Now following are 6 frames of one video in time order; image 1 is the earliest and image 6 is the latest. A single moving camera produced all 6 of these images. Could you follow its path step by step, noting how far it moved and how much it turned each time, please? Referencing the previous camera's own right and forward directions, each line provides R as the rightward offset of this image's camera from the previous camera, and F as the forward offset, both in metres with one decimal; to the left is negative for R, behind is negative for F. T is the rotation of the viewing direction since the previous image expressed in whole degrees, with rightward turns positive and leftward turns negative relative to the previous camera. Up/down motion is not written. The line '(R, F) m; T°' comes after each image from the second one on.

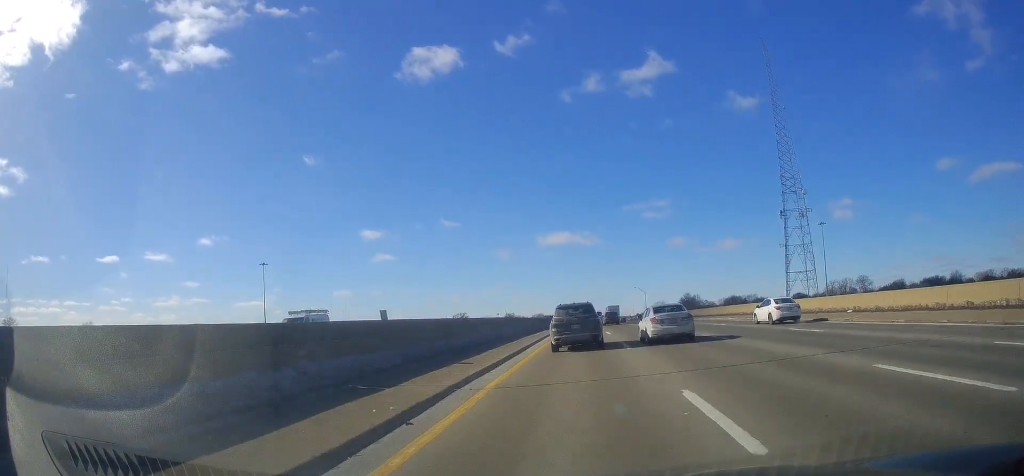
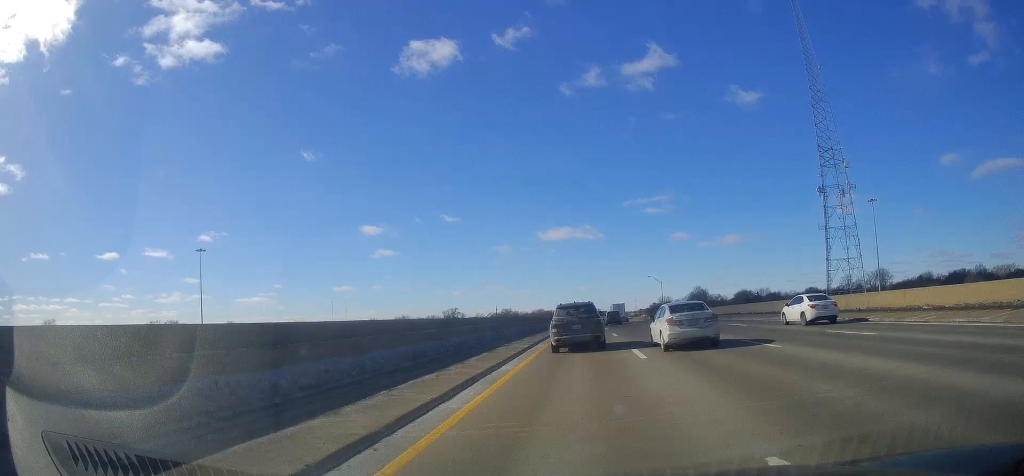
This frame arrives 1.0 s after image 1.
(0.0, +34.7) m; 0°
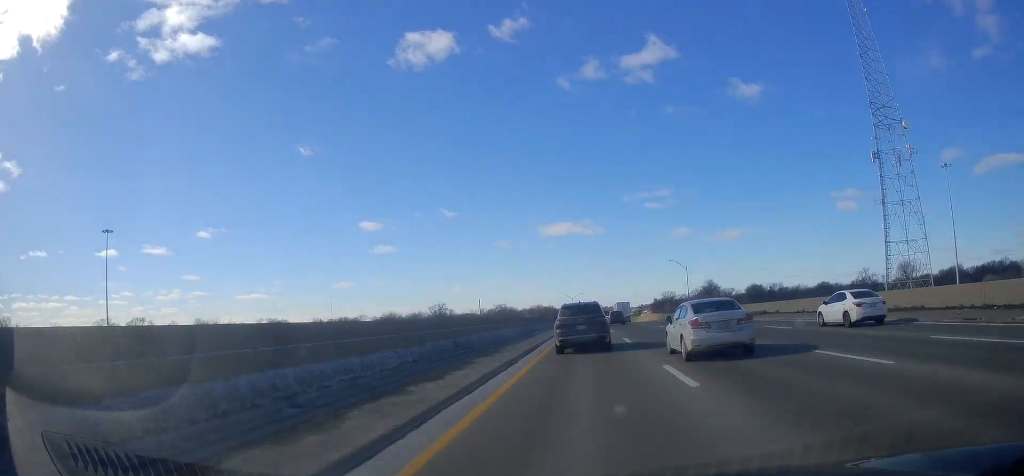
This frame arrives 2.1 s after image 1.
(+0.2, +36.5) m; +1°
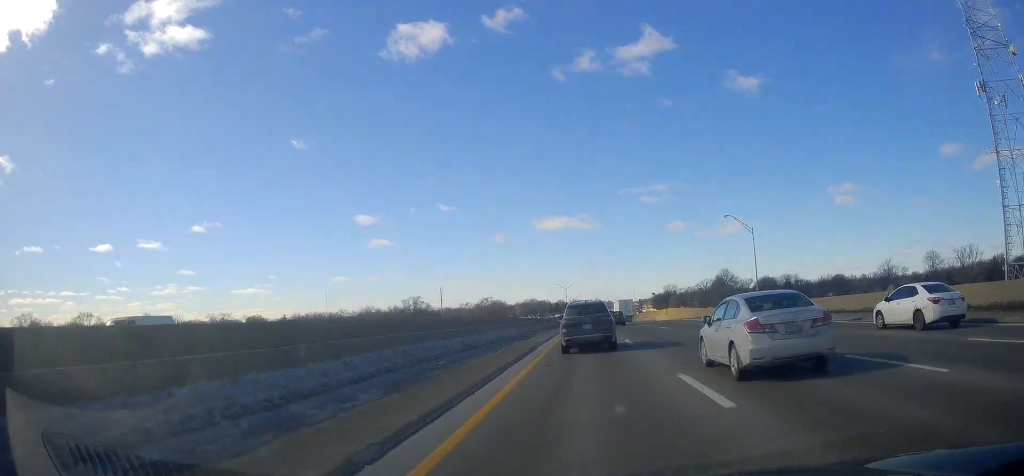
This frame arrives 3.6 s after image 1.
(-0.1, +47.6) m; 0°
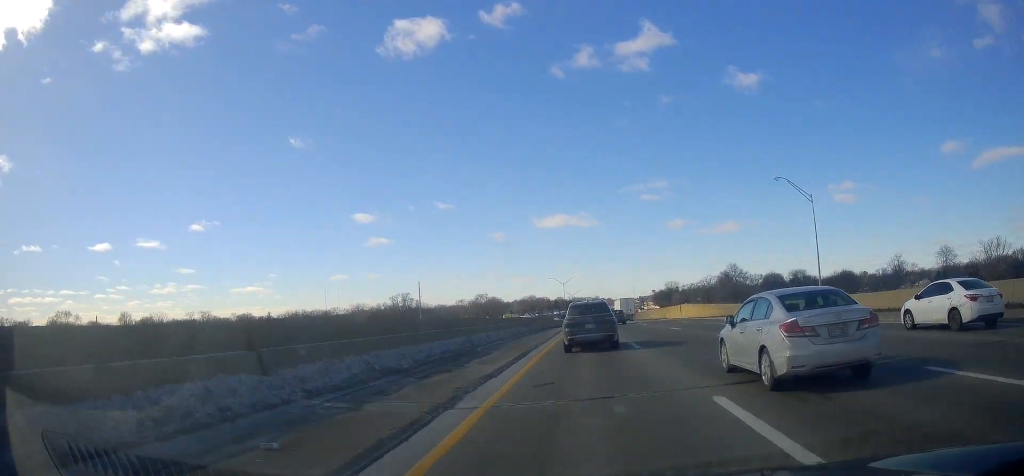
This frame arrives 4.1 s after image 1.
(+0.2, +18.9) m; 0°
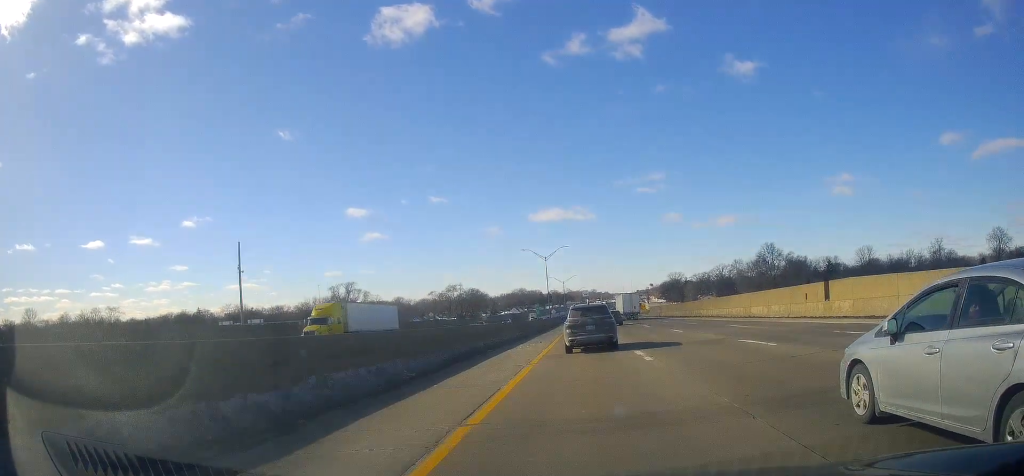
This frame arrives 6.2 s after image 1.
(-0.6, +67.8) m; -1°
